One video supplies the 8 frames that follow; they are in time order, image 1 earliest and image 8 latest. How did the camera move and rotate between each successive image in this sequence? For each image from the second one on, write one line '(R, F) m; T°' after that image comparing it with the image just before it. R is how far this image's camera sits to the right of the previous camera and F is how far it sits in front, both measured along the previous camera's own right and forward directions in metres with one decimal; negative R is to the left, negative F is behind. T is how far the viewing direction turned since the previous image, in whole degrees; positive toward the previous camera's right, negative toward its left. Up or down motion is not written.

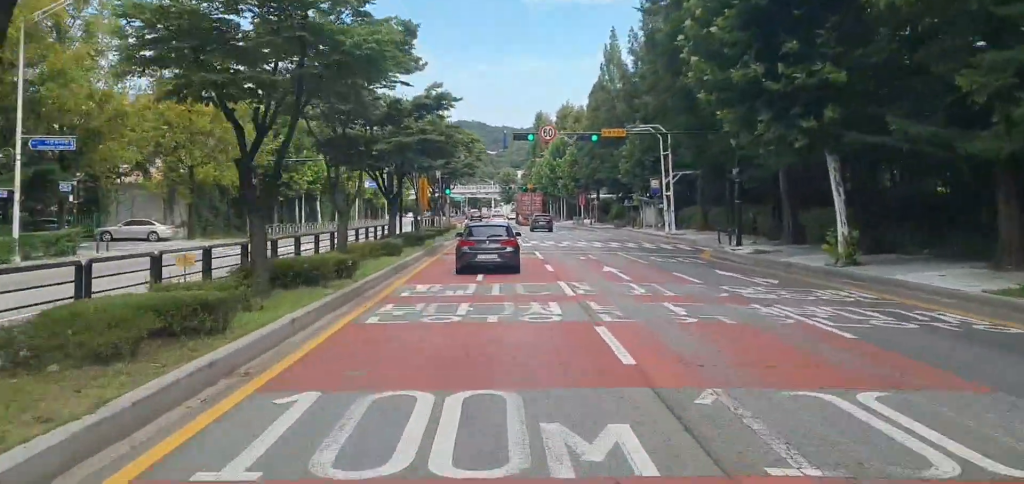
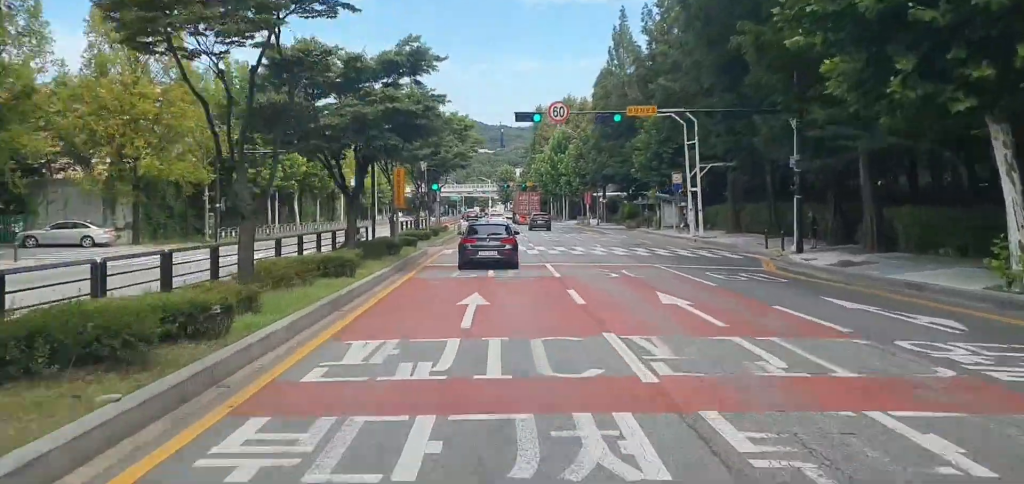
(-0.3, +8.2) m; -1°
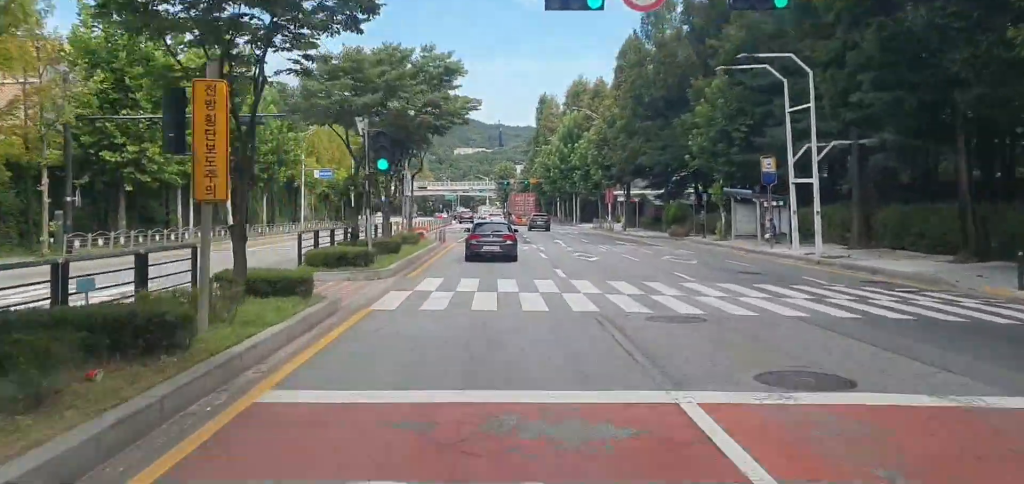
(+0.2, +18.0) m; +1°
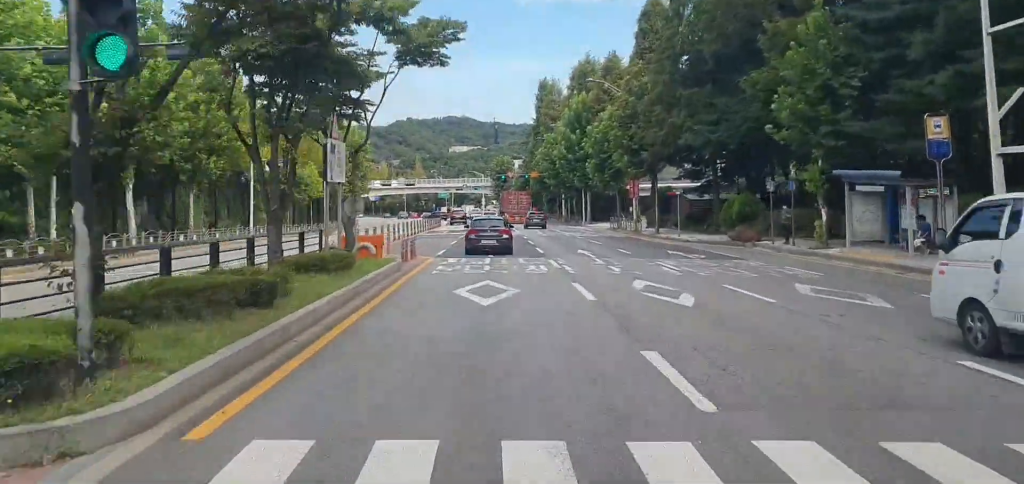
(0.0, +14.3) m; +1°
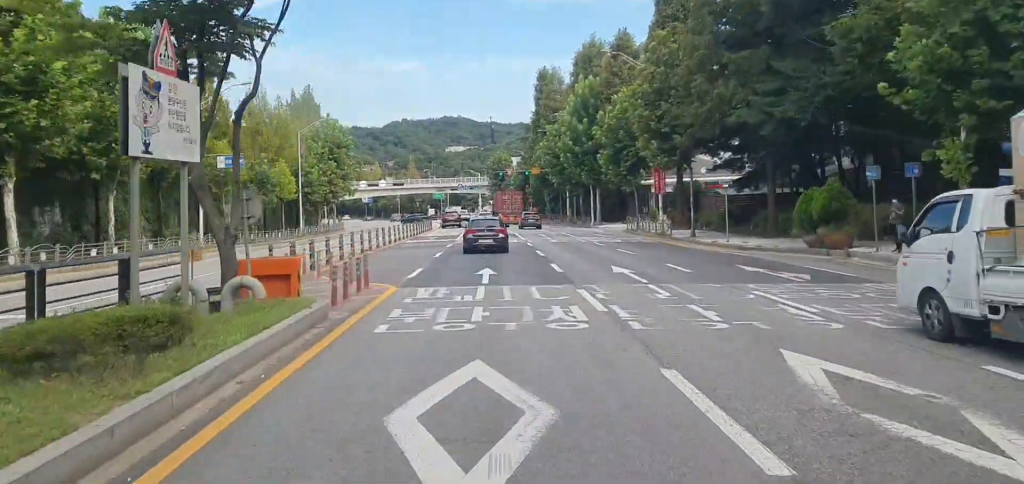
(+0.3, +9.7) m; -1°
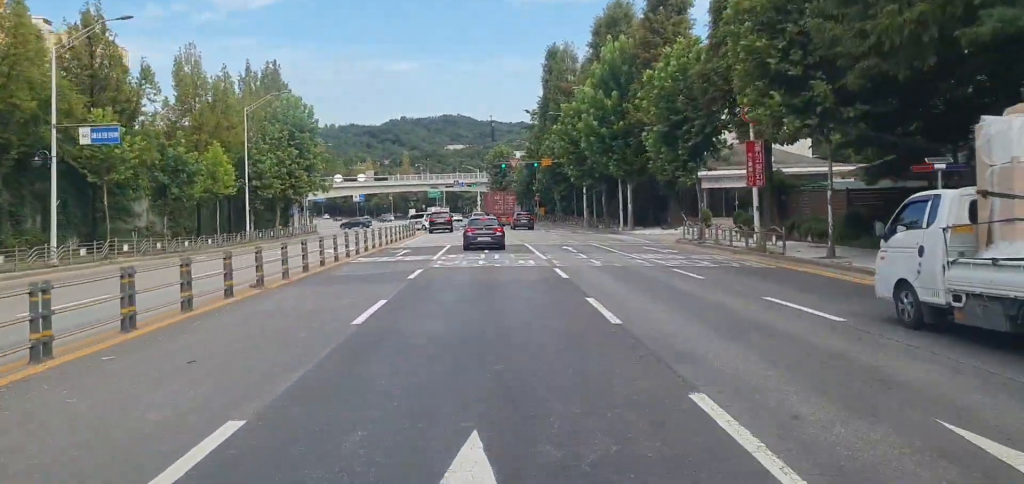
(-0.6, +16.8) m; -3°
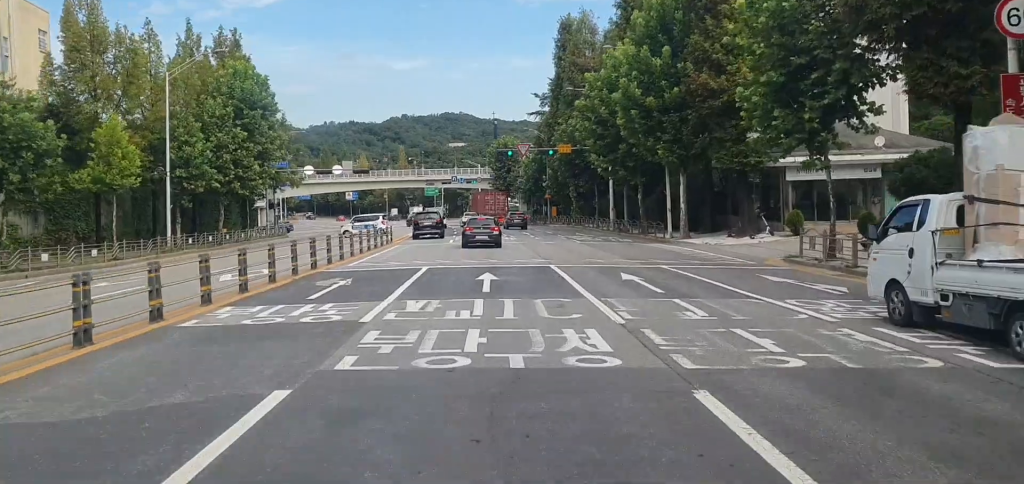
(0.0, +15.7) m; +1°
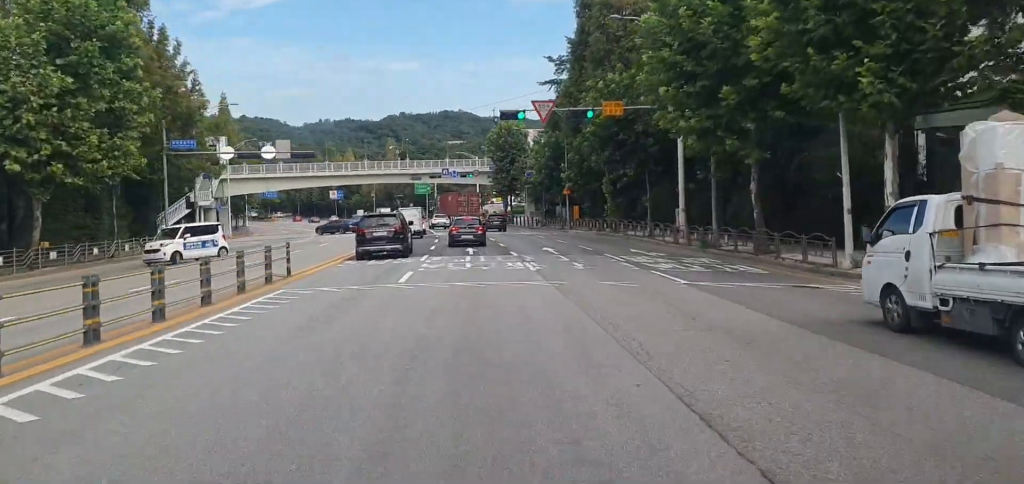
(+0.4, +22.3) m; +1°
